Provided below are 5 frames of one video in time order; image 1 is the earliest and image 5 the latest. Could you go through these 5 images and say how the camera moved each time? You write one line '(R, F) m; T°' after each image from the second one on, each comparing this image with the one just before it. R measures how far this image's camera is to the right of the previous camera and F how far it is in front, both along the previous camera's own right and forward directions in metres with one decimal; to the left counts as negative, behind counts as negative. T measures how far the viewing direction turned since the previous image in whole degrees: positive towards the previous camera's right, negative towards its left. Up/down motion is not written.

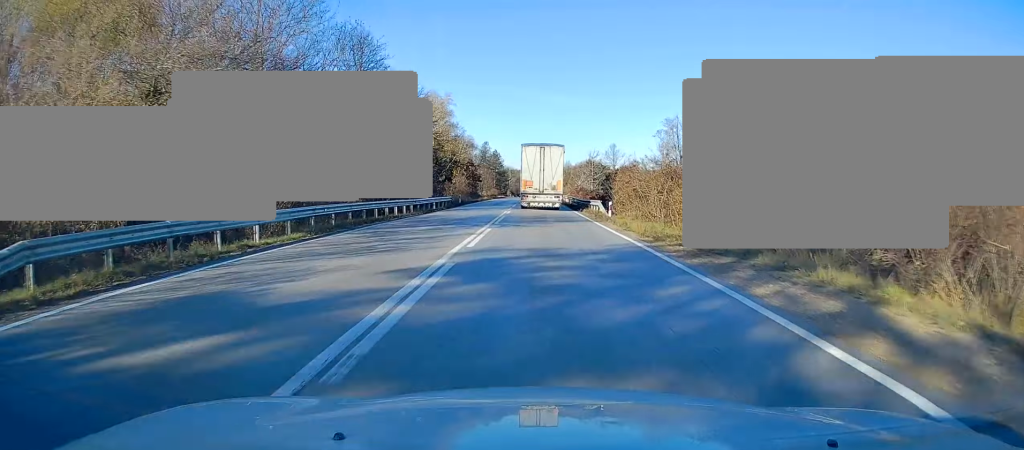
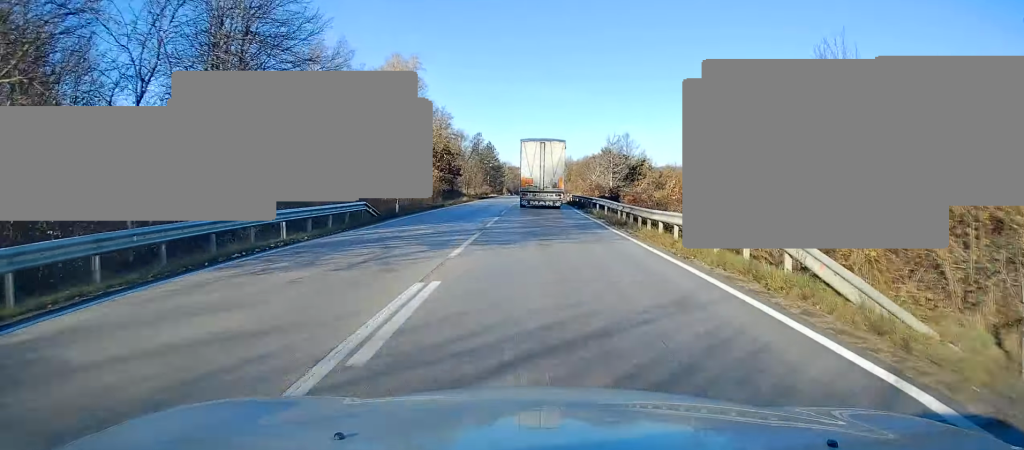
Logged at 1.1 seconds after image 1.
(0.0, +26.8) m; 0°
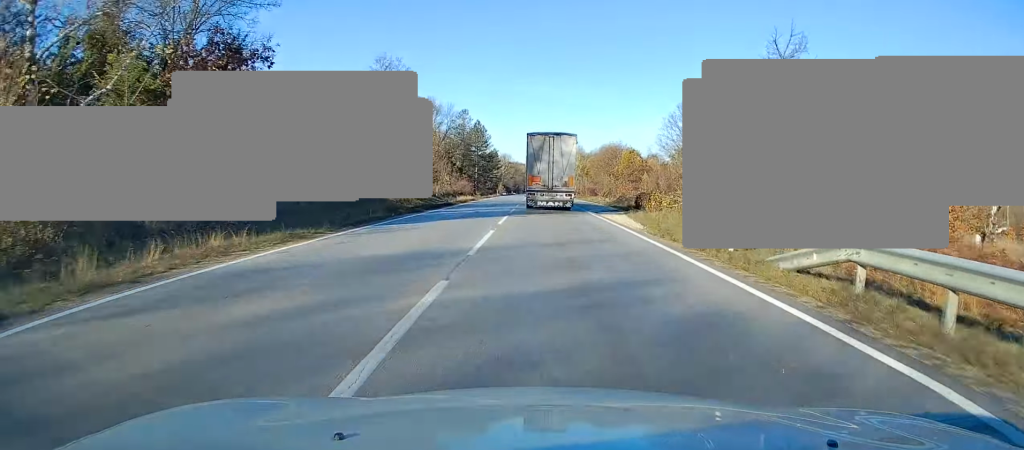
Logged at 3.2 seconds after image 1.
(+0.1, +54.2) m; 0°
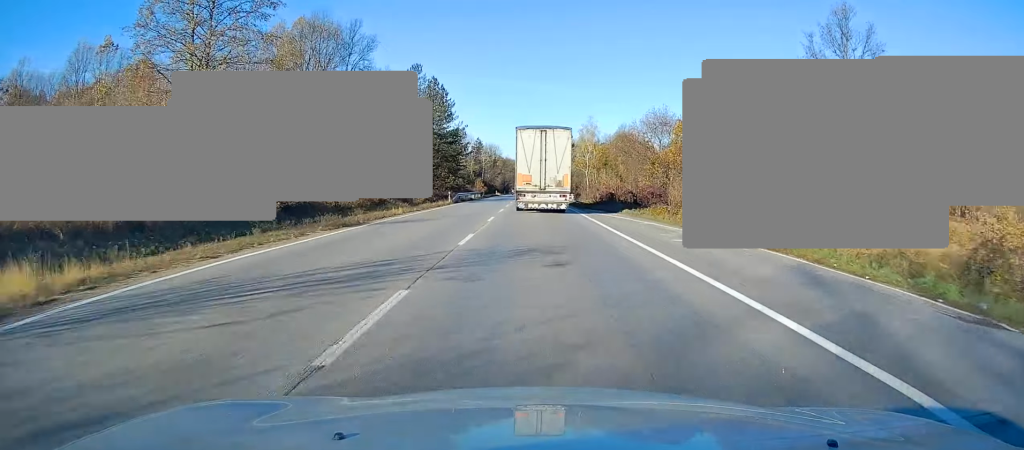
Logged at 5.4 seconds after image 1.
(+0.3, +54.7) m; +1°
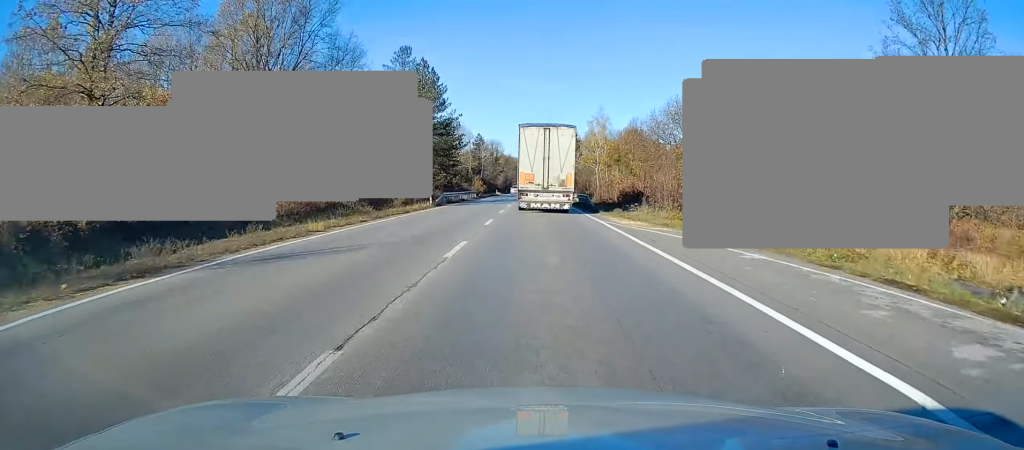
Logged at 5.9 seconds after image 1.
(+0.2, +11.6) m; 0°
